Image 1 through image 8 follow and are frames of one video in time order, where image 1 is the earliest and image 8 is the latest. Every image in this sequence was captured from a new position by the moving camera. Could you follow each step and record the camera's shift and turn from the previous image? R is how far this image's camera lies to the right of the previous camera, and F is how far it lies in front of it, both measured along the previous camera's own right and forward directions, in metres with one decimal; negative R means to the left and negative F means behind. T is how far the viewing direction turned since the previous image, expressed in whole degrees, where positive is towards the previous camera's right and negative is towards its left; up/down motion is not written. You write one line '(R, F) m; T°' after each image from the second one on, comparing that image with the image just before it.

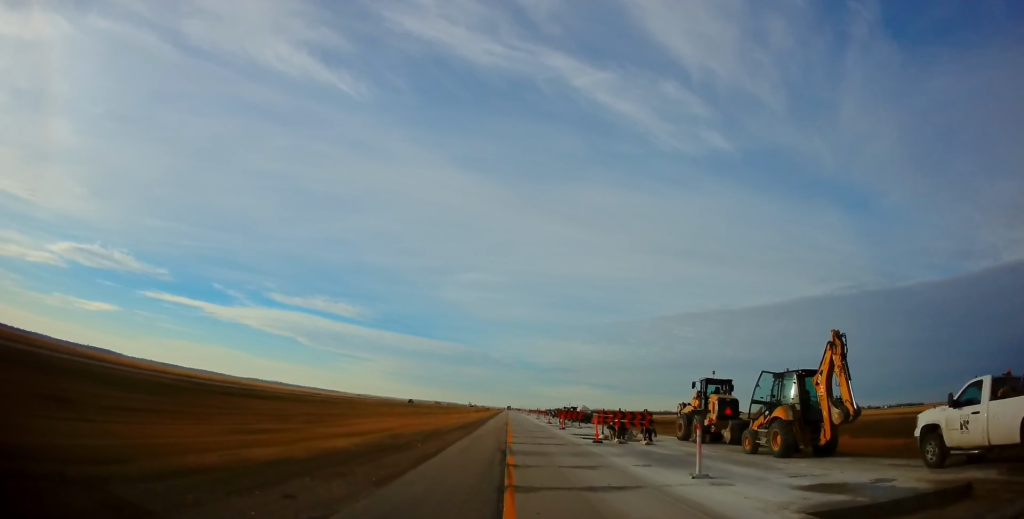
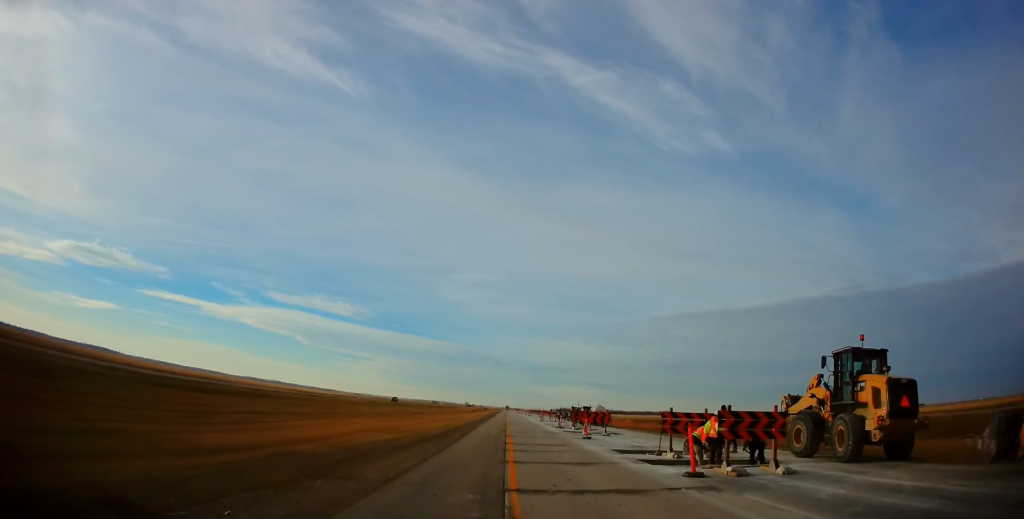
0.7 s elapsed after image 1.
(-0.3, +13.5) m; -1°
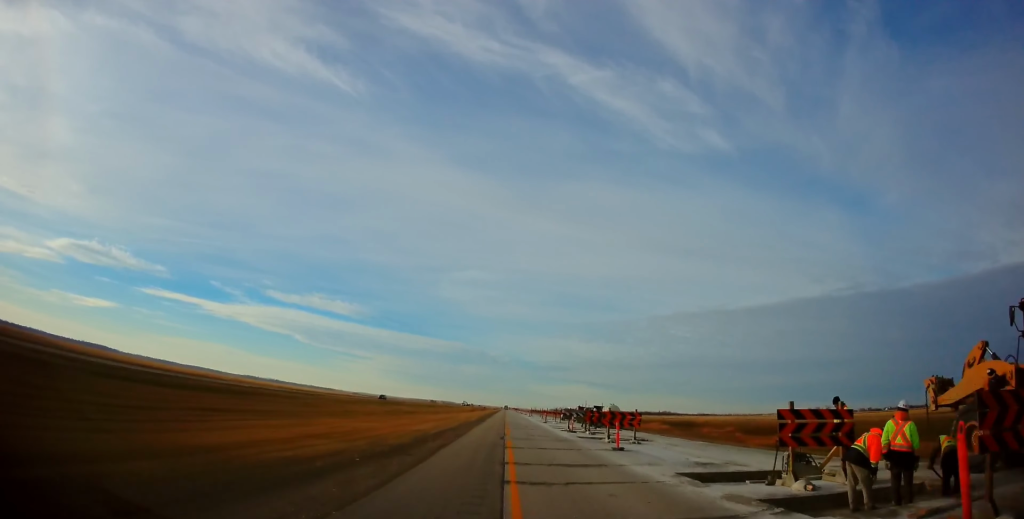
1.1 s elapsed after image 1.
(+0.1, +8.3) m; 0°
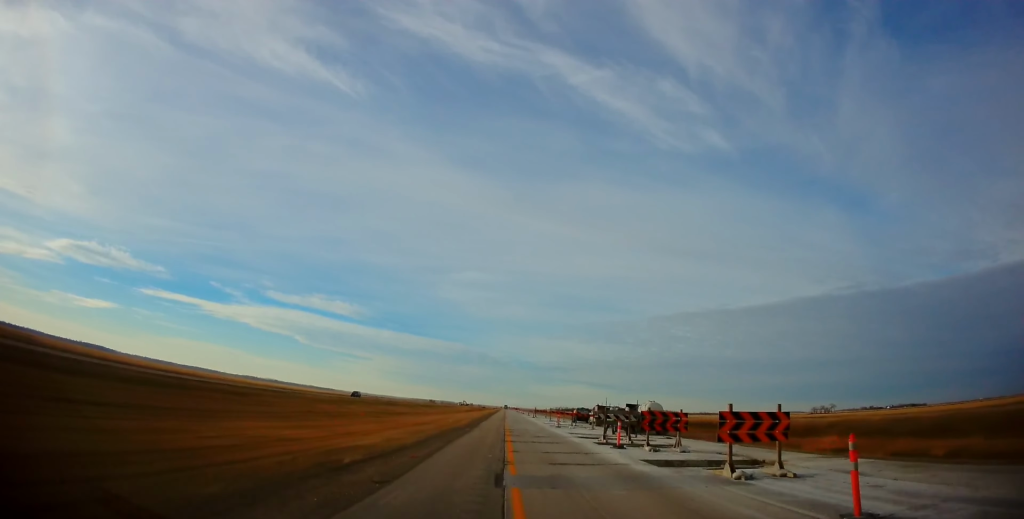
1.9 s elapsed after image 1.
(+0.1, +14.6) m; 0°
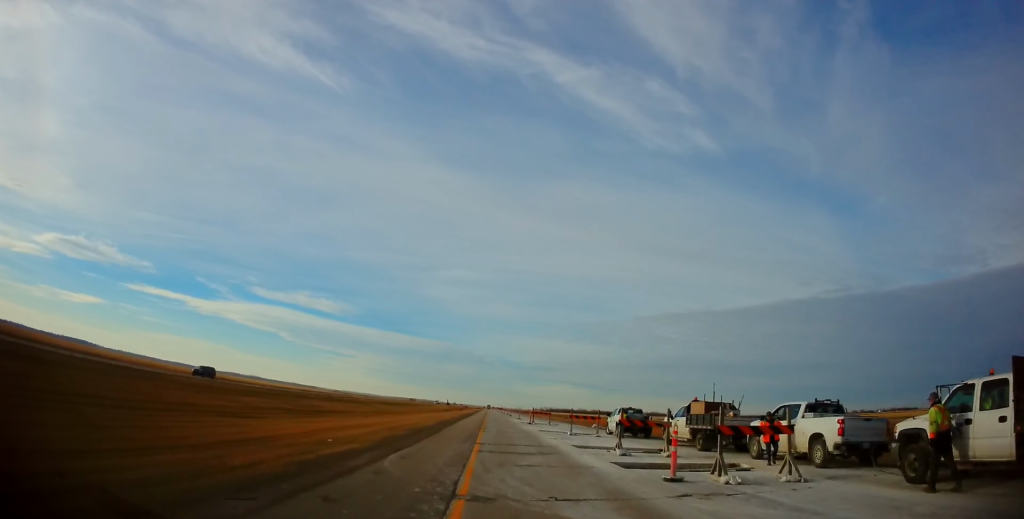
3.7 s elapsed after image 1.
(-0.1, +33.2) m; +1°
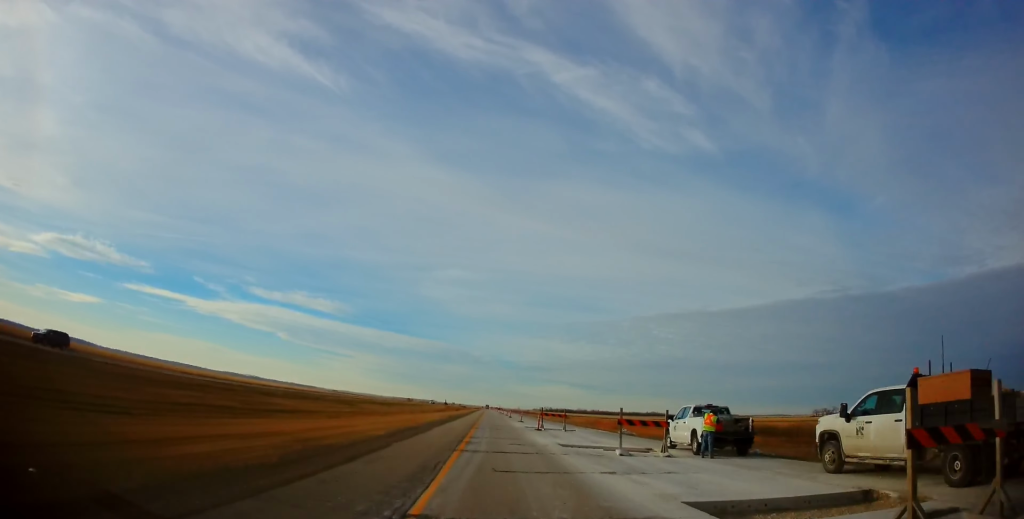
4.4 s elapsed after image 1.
(+0.3, +14.5) m; 0°
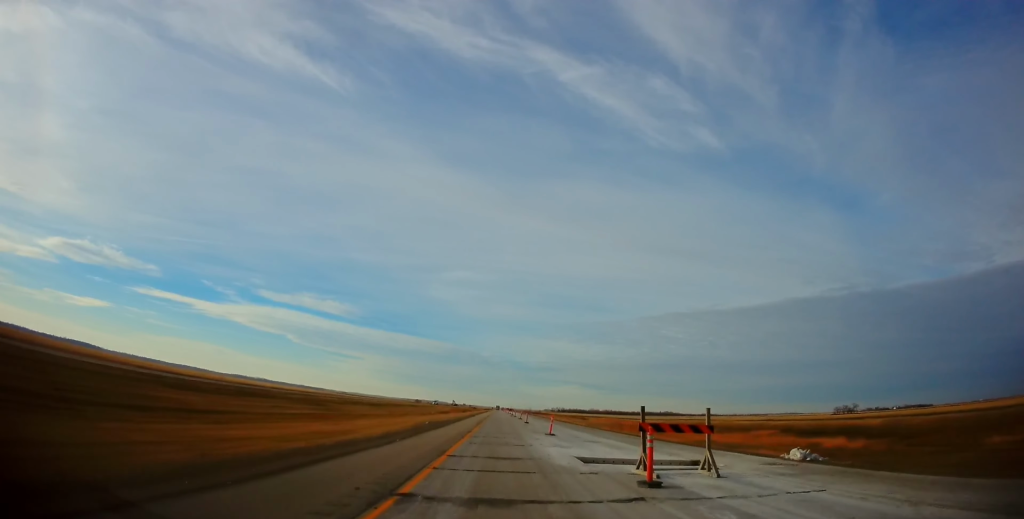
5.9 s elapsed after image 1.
(-0.1, +27.3) m; 0°
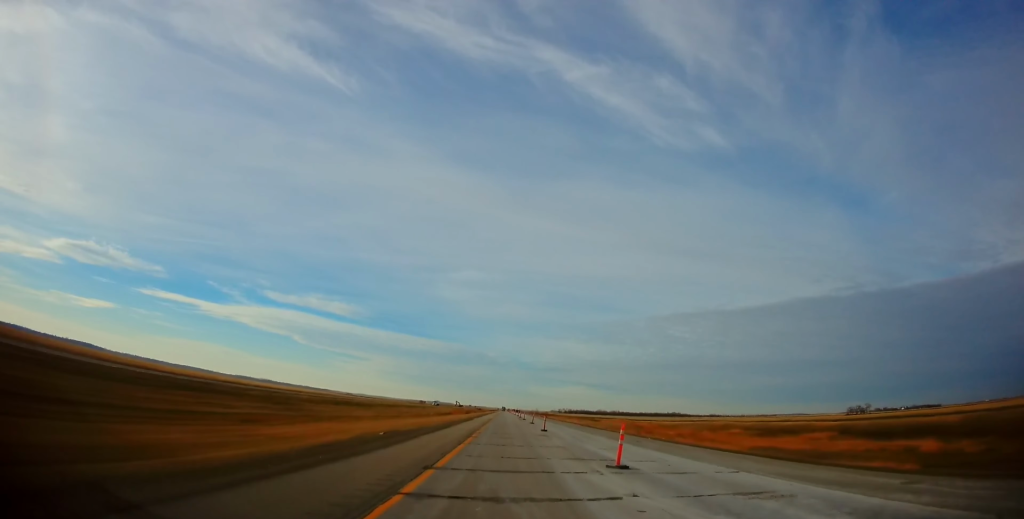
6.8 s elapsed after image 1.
(+0.2, +17.8) m; 0°
